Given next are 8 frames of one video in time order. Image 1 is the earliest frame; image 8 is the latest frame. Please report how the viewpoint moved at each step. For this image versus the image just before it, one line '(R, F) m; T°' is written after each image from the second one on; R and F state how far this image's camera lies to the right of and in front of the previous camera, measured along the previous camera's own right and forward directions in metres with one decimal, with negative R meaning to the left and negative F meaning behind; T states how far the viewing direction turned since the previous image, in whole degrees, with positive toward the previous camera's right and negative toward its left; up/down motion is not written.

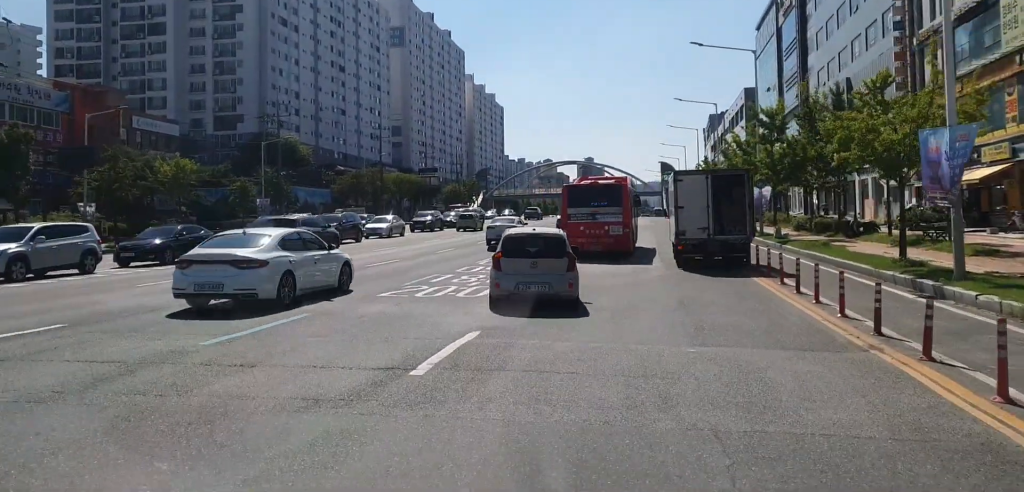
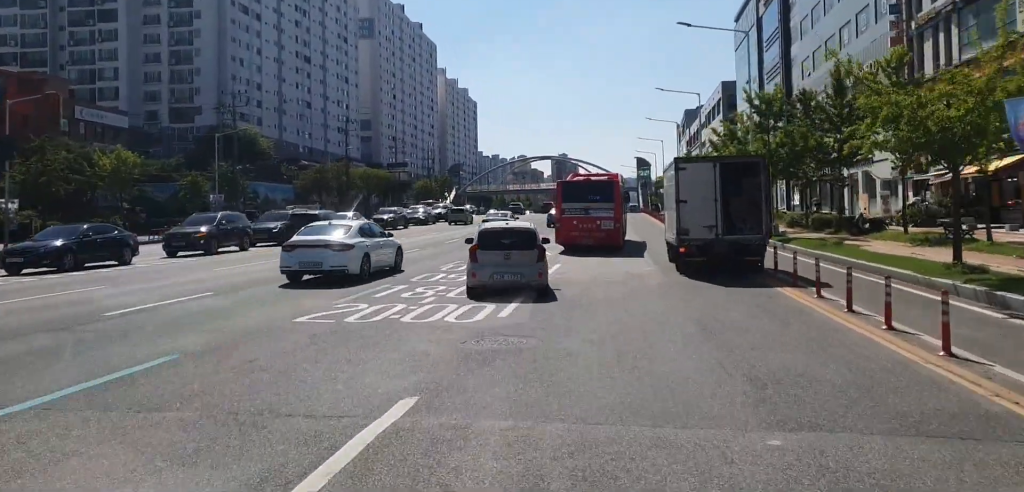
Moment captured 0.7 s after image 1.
(+0.1, +4.5) m; +1°
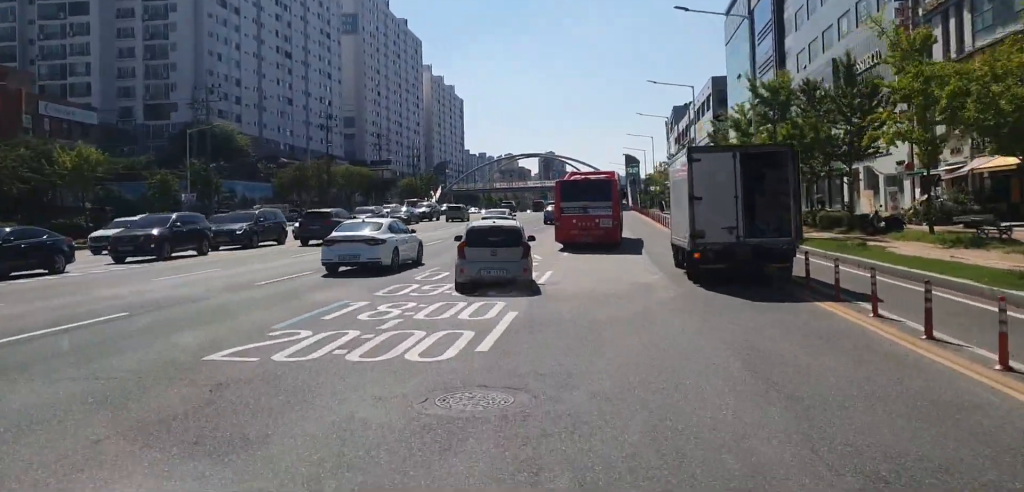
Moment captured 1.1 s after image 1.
(+0.1, +3.5) m; 0°
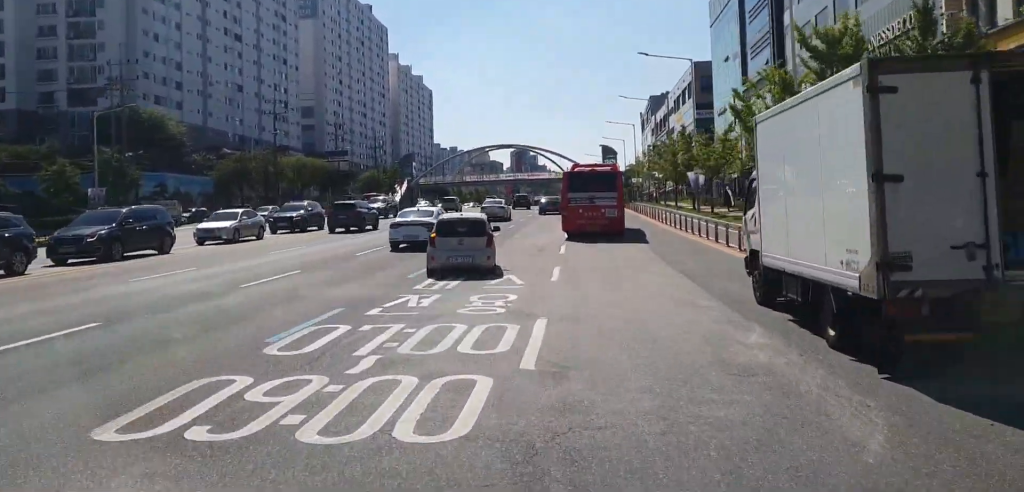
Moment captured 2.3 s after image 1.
(-0.1, +10.0) m; -1°
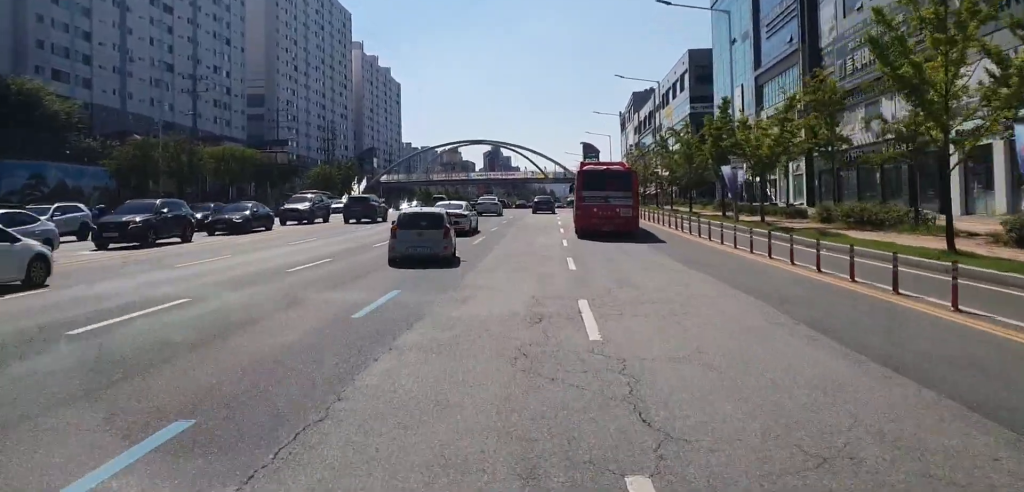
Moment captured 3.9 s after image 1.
(+0.1, +15.9) m; +2°
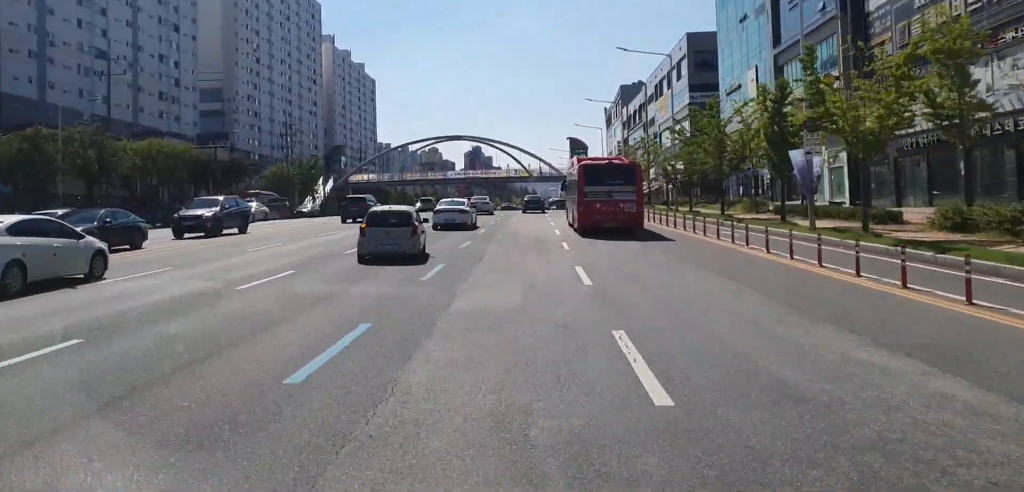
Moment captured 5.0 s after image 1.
(+0.2, +12.5) m; +2°
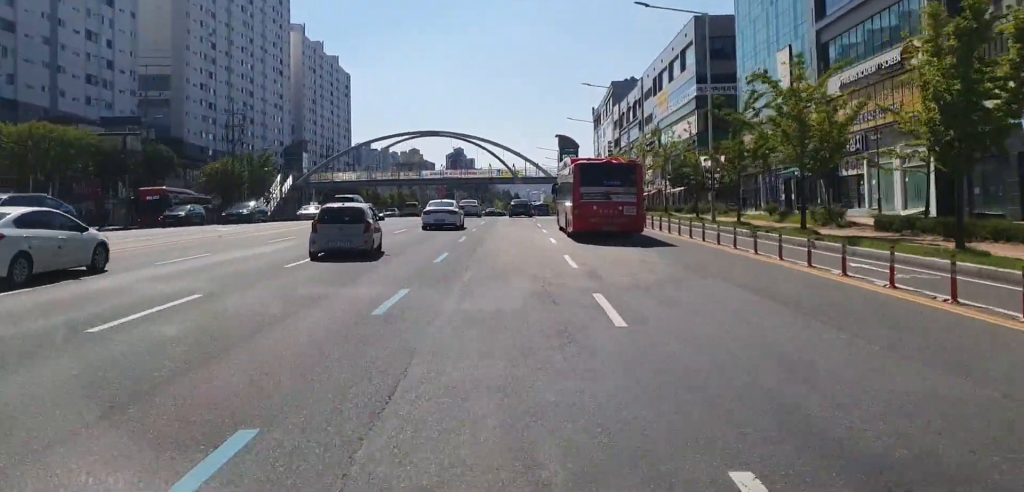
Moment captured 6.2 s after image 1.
(+0.2, +14.4) m; +1°
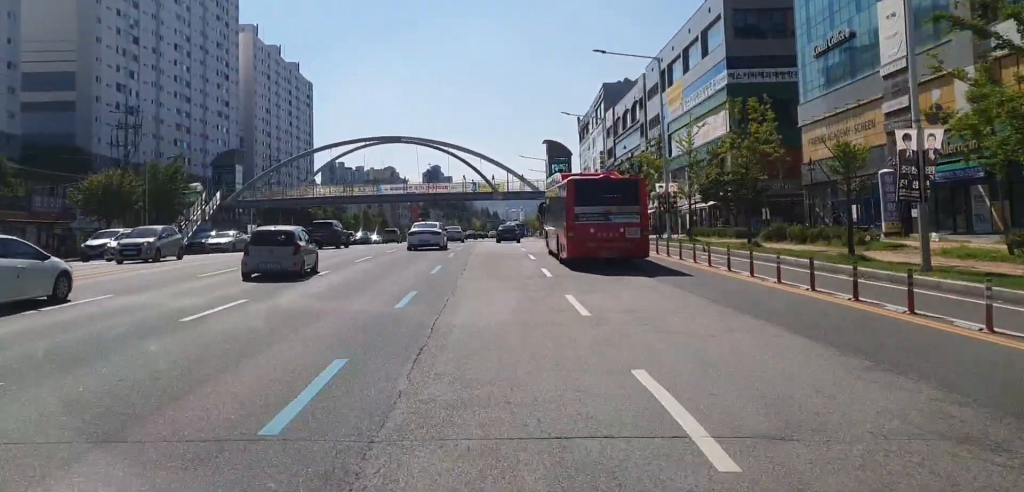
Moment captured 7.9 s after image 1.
(+0.1, +21.6) m; 0°
